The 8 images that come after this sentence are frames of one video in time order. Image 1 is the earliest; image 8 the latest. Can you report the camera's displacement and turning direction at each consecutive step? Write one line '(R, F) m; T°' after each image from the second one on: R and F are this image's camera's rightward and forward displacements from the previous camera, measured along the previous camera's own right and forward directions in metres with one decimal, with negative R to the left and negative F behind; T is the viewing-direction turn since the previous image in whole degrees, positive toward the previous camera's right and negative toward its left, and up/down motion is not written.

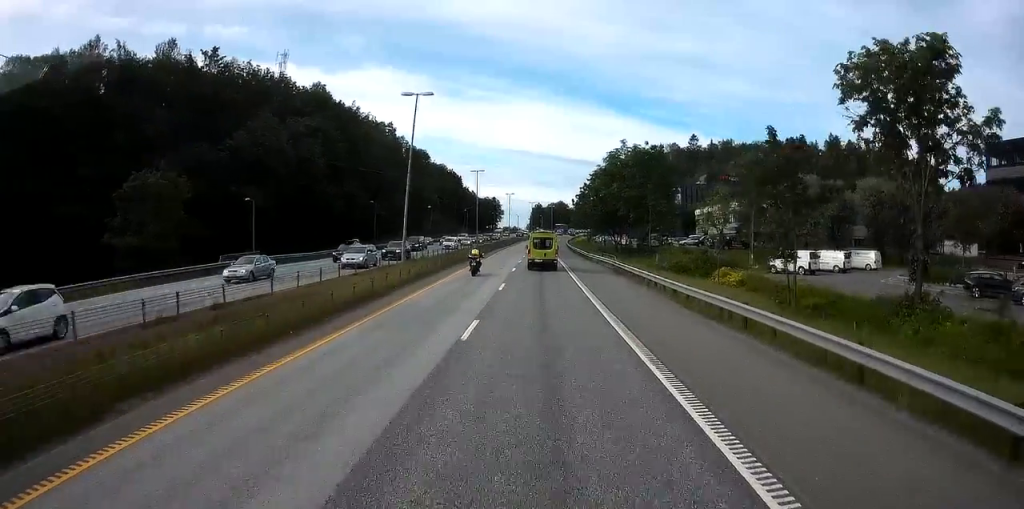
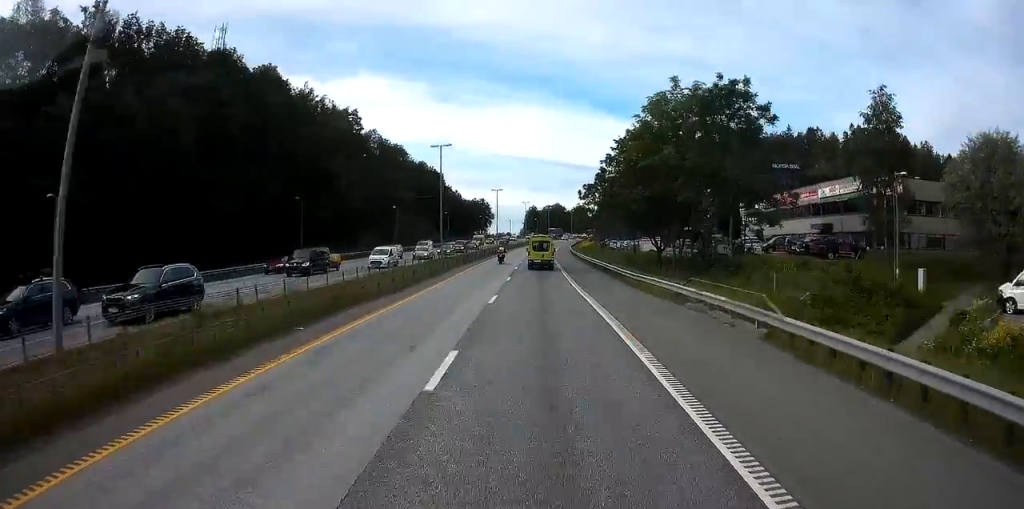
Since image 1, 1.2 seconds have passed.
(0.0, +28.9) m; 0°
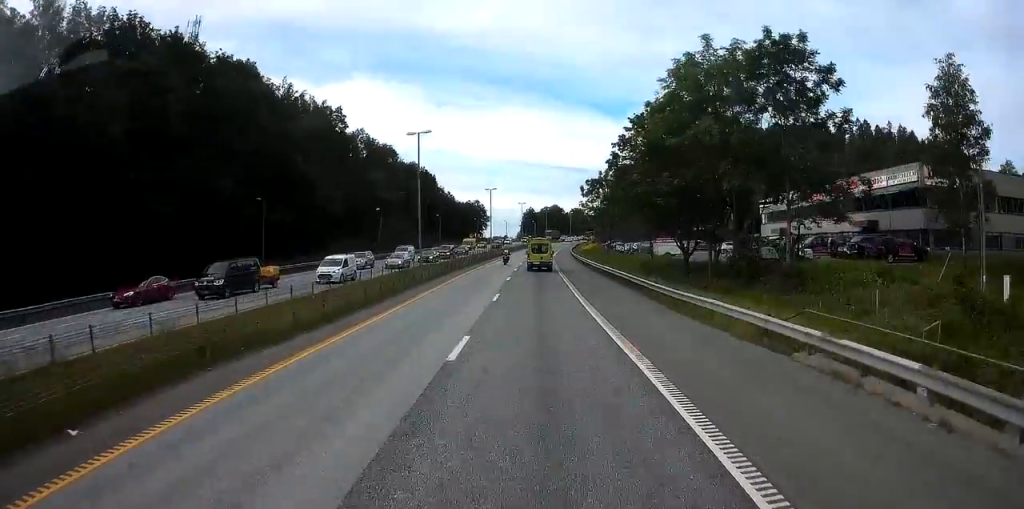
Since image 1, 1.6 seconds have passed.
(0.0, +9.3) m; 0°
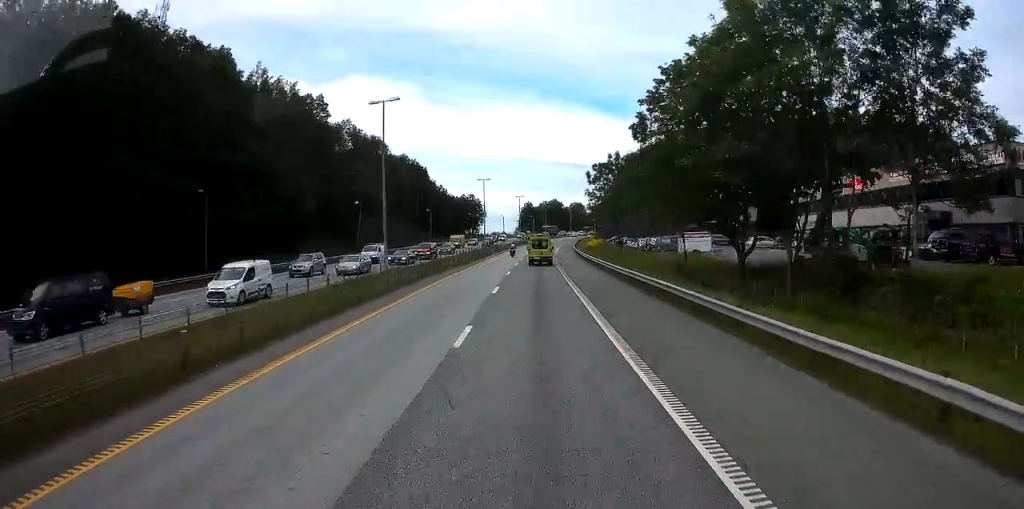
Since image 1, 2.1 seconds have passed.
(+0.1, +10.8) m; 0°
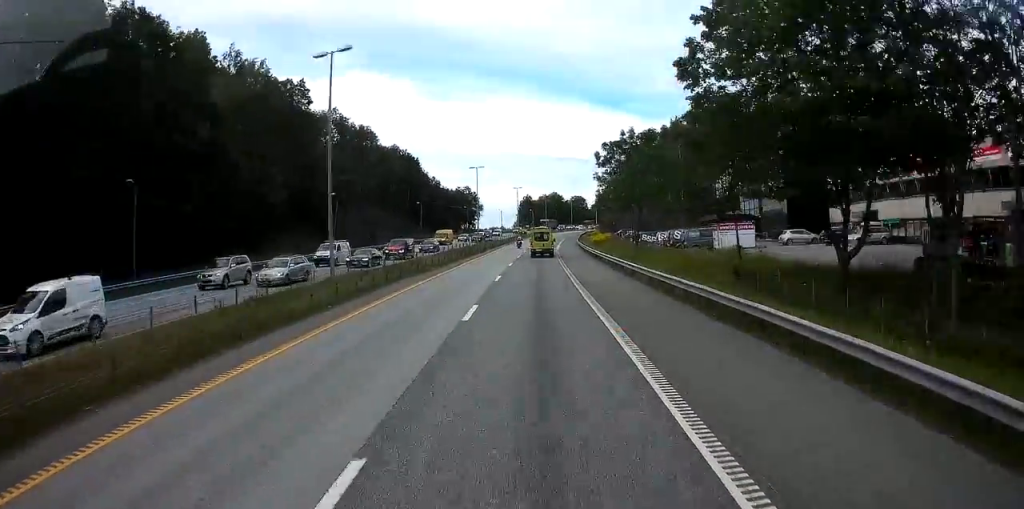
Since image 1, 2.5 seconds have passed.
(0.0, +10.1) m; 0°
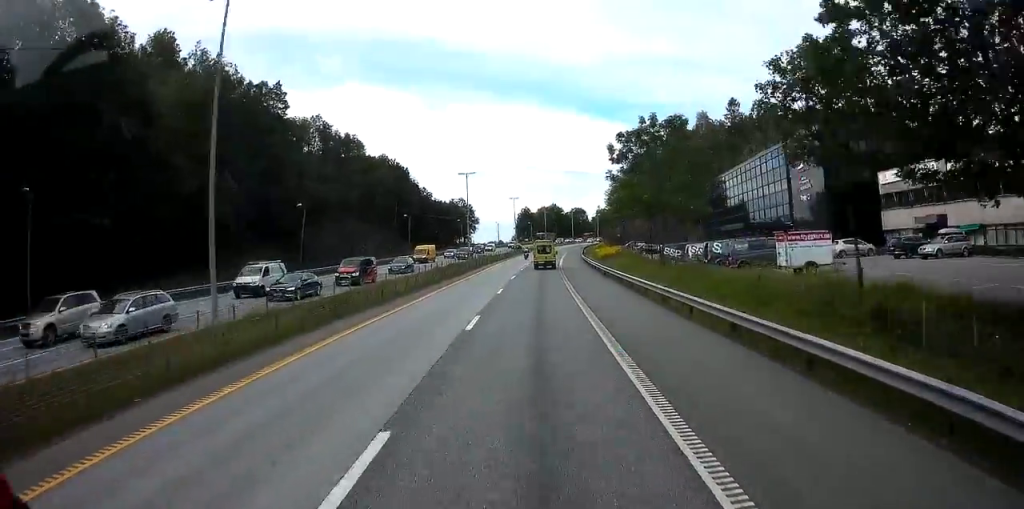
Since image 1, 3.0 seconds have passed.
(0.0, +10.7) m; 0°
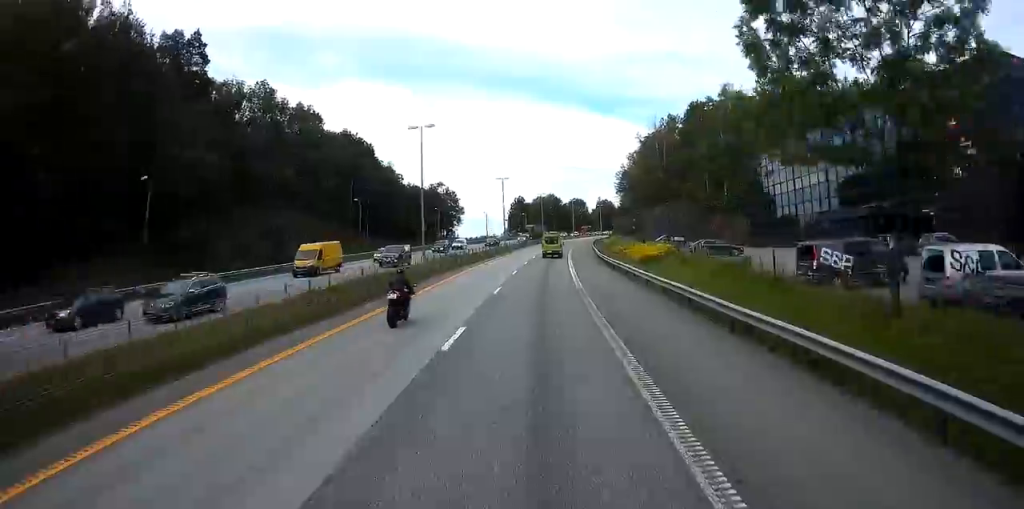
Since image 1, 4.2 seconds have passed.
(0.0, +28.2) m; 0°
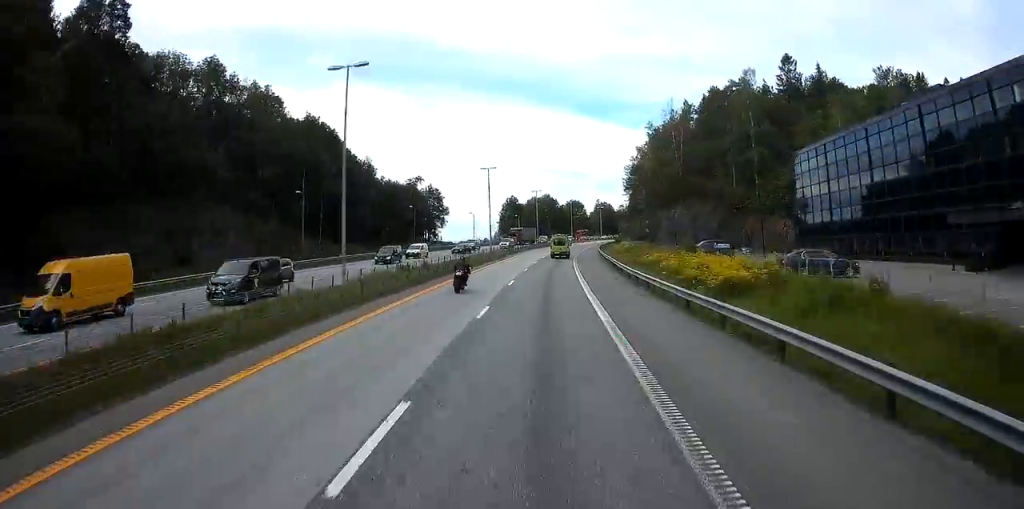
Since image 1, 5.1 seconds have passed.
(+0.1, +18.9) m; +1°
